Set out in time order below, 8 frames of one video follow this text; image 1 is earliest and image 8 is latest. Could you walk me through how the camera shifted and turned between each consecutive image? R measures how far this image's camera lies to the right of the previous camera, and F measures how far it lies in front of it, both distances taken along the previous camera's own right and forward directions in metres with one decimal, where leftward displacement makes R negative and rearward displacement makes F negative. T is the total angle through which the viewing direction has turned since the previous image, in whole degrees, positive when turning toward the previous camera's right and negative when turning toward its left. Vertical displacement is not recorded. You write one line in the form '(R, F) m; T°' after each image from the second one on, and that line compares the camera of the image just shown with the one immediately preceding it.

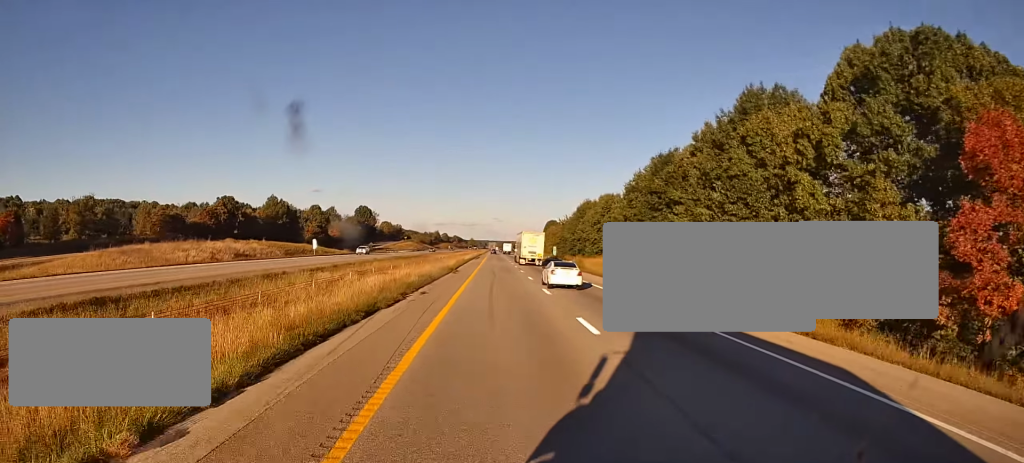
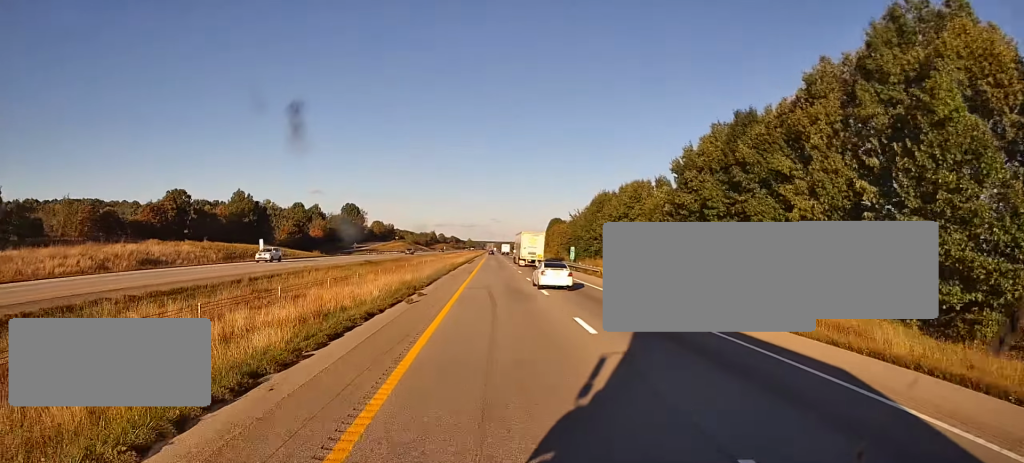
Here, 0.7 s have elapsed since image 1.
(0.0, +24.0) m; 0°
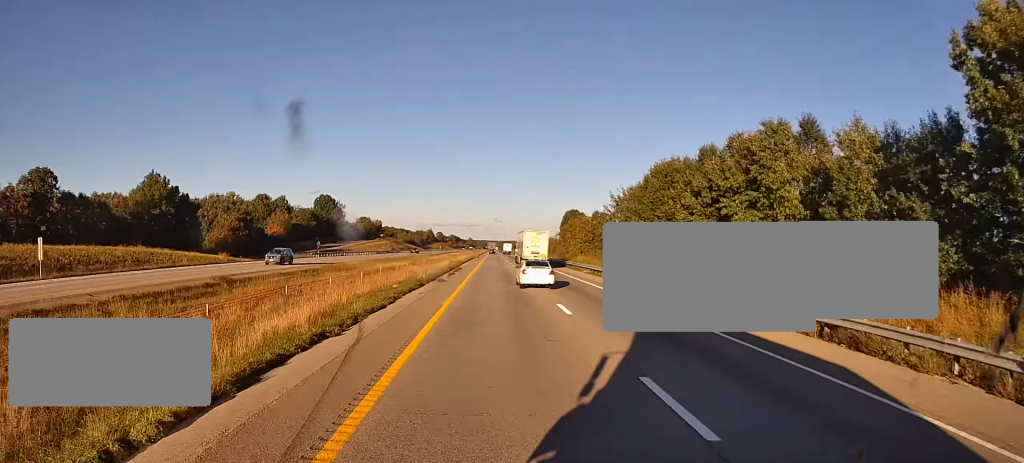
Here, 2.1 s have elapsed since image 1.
(-0.5, +44.7) m; 0°
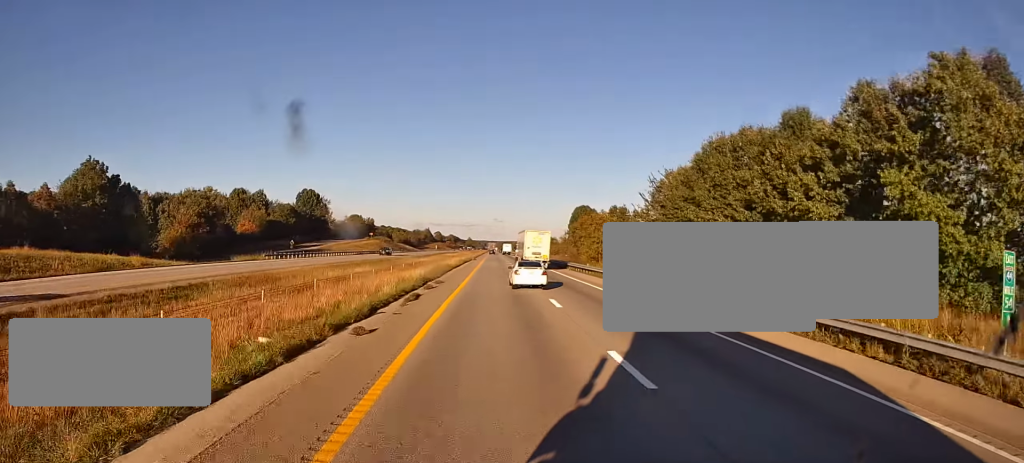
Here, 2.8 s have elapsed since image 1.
(+0.1, +21.8) m; 0°
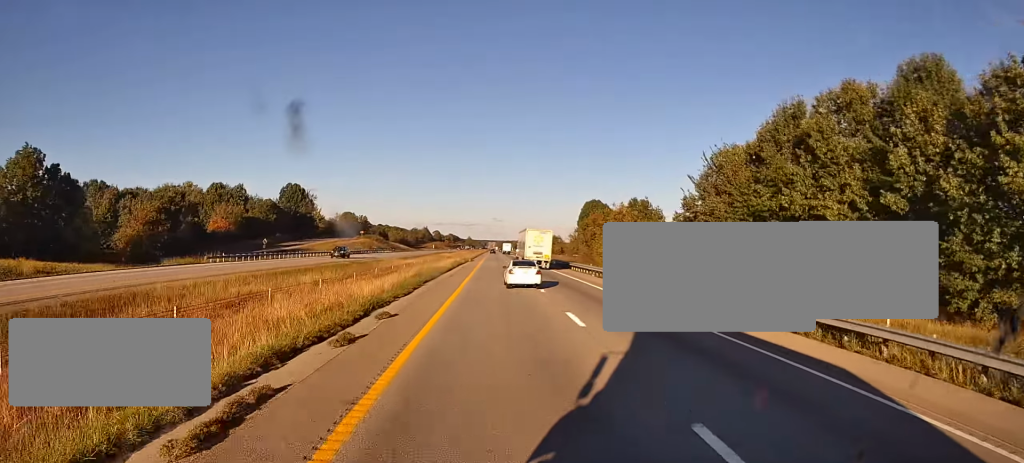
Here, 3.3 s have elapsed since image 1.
(+0.1, +17.4) m; 0°
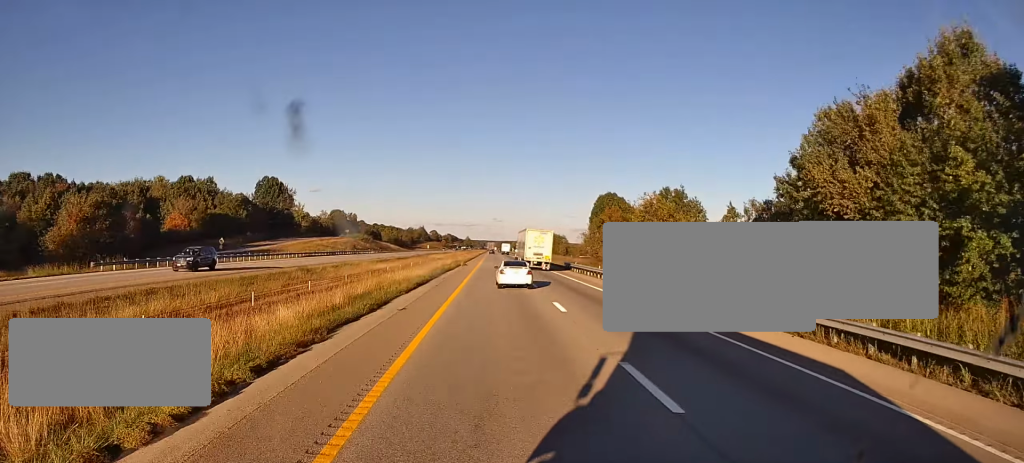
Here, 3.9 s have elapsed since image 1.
(0.0, +20.6) m; 0°
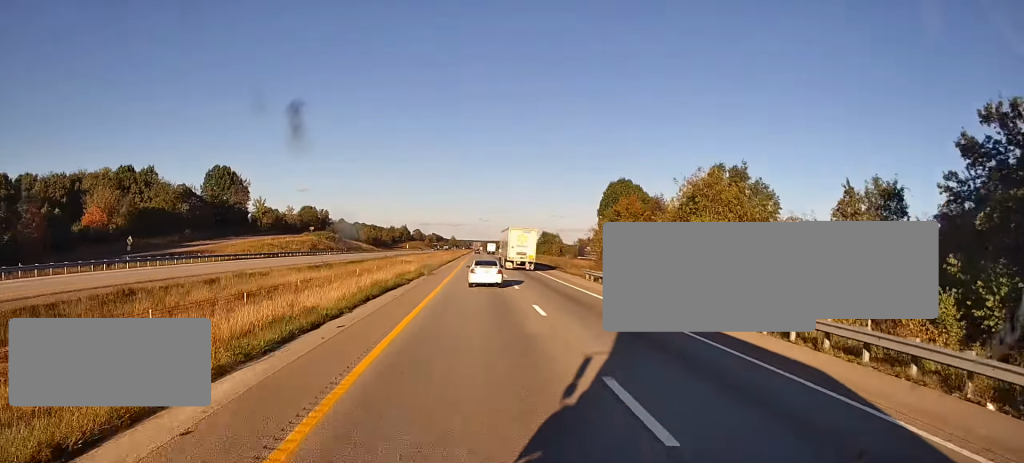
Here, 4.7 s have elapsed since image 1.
(-0.1, +25.9) m; 0°
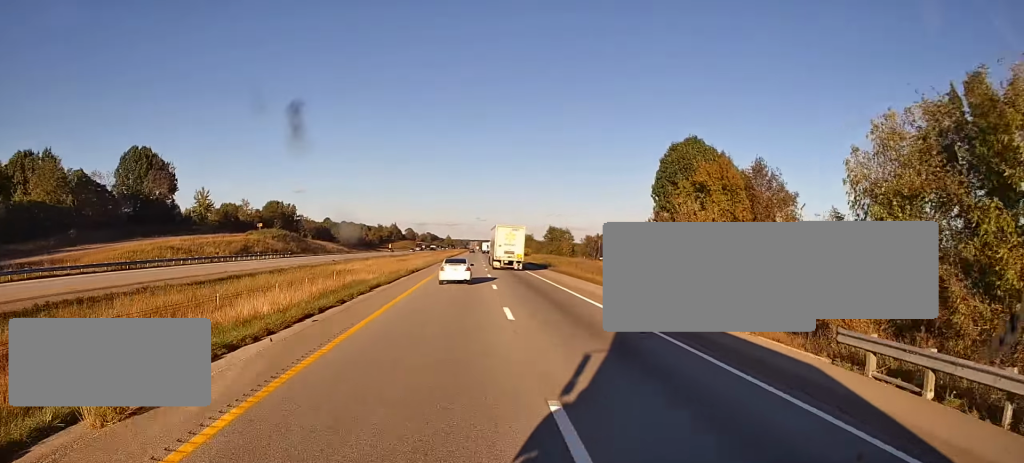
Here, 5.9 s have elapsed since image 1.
(0.0, +38.6) m; +1°
